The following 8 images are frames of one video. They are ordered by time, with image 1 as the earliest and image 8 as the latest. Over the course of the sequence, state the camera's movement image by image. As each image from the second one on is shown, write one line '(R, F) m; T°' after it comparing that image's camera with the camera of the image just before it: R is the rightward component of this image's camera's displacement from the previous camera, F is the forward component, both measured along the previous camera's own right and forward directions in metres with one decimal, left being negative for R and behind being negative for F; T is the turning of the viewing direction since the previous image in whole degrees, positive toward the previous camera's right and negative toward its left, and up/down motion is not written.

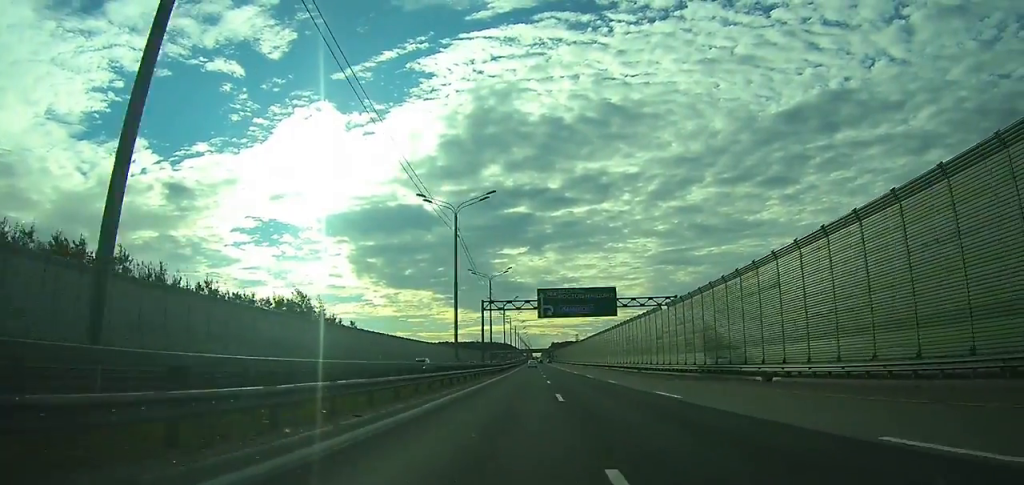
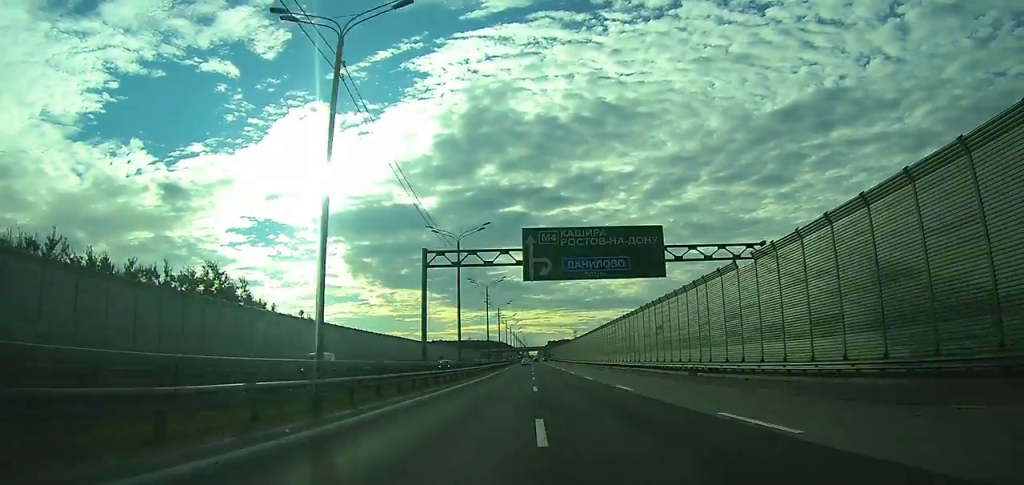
(0.0, +25.3) m; 0°
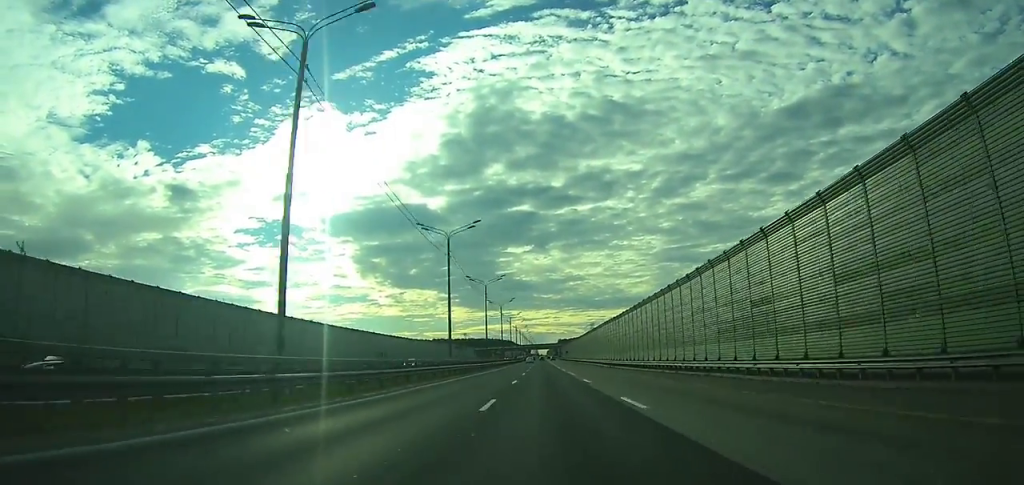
(0.0, +76.5) m; 0°
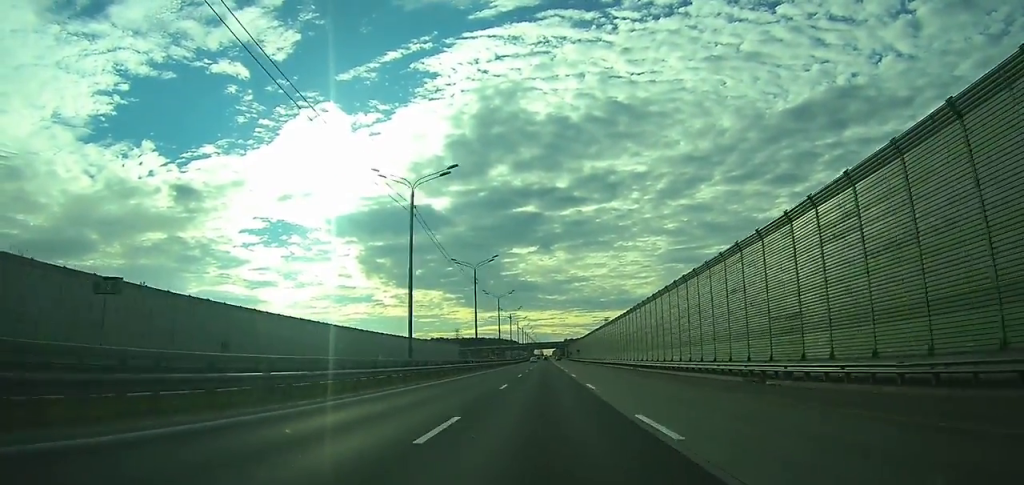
(-0.1, +57.8) m; 0°
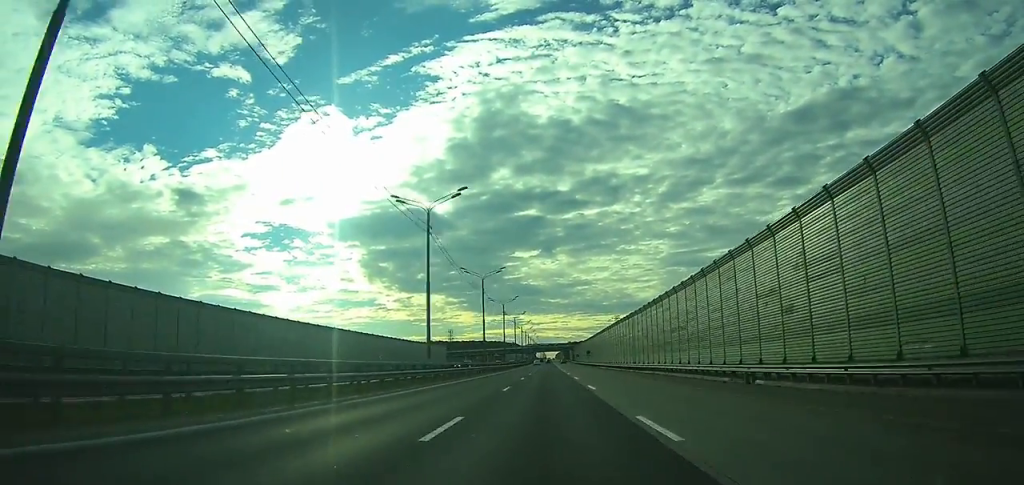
(-0.1, +33.6) m; 0°
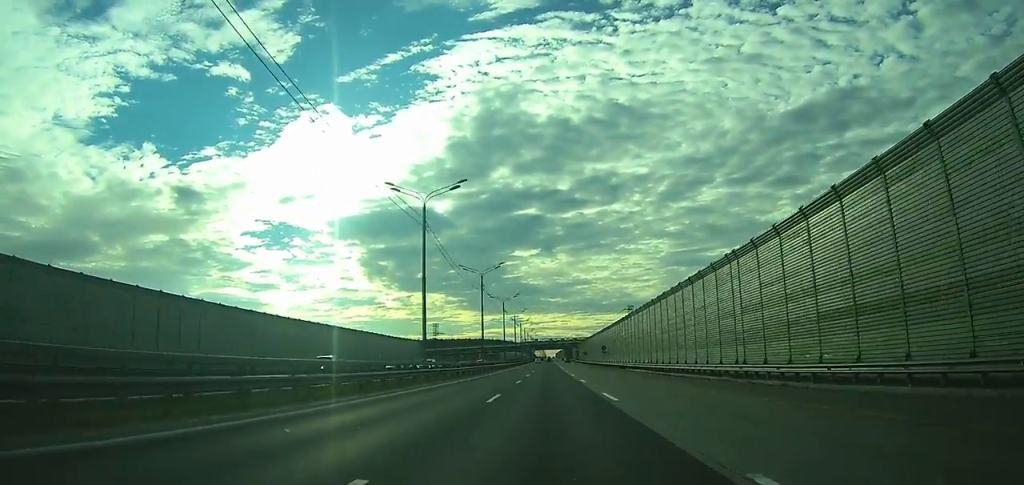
(0.0, +39.9) m; 0°
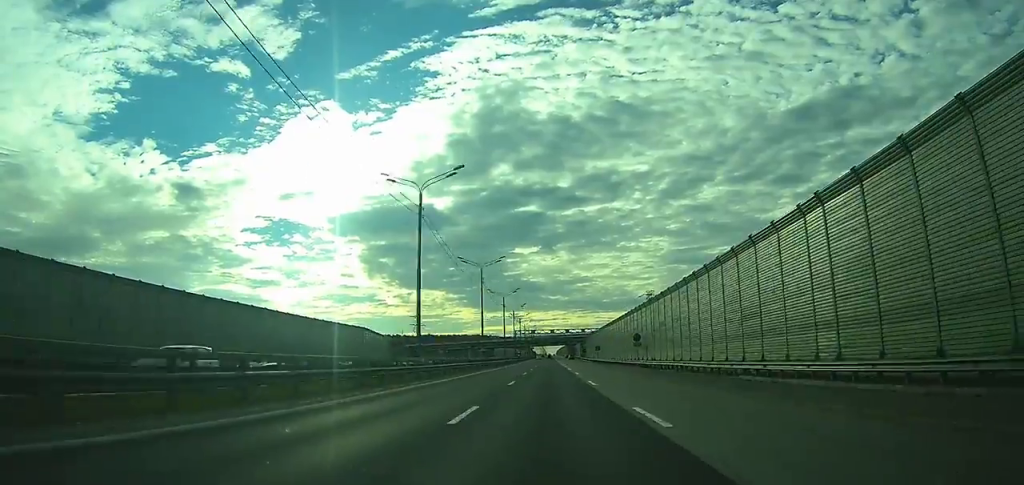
(0.0, +38.7) m; 0°
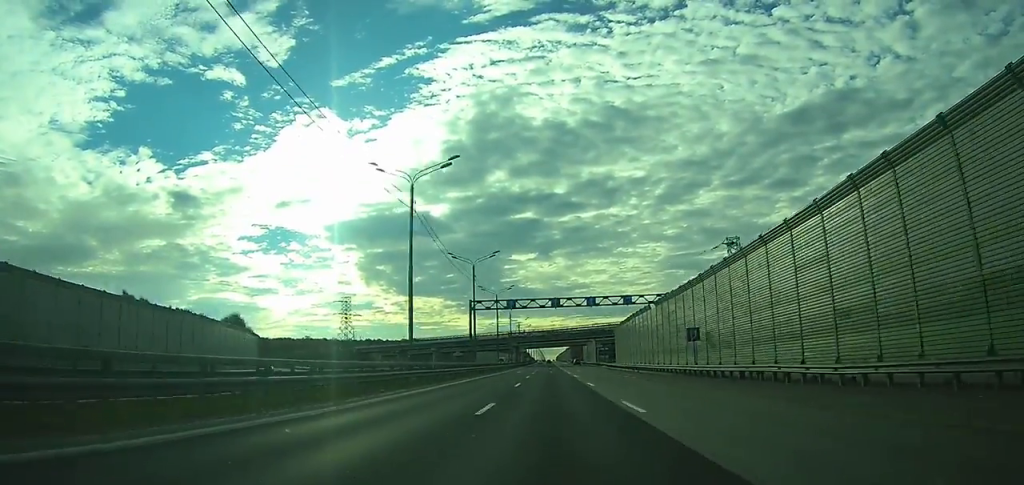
(+0.3, +74.2) m; 0°
